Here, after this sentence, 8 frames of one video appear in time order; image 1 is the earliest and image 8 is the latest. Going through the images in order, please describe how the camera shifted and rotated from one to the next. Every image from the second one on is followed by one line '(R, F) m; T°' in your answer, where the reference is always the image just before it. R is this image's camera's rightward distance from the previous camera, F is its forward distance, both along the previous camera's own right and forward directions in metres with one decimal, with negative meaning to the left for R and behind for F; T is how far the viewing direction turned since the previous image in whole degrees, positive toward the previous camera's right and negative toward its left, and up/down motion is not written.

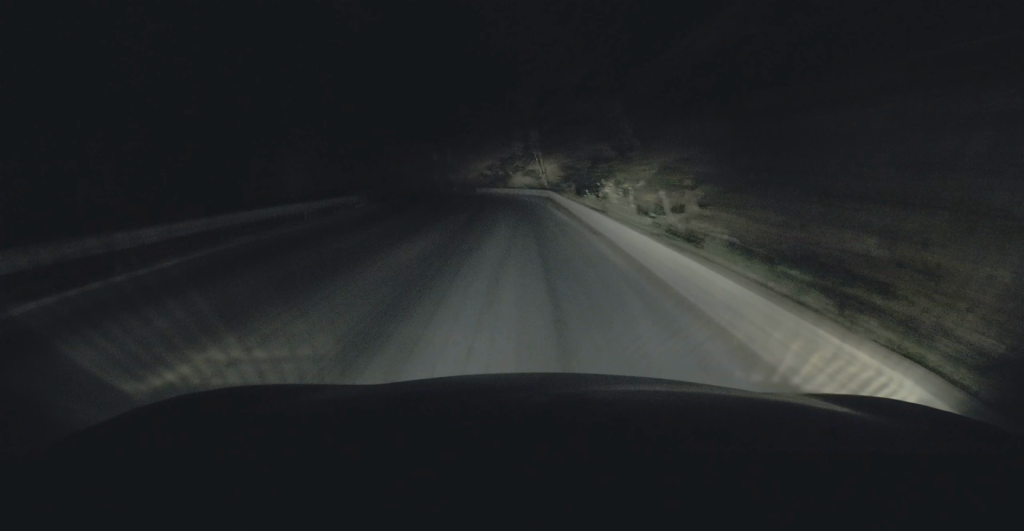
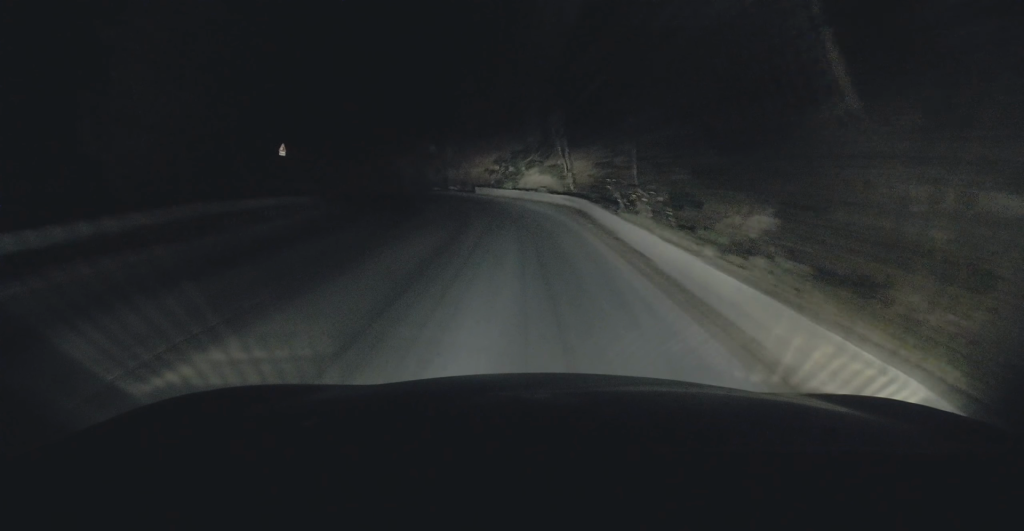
(+0.1, +15.0) m; +1°
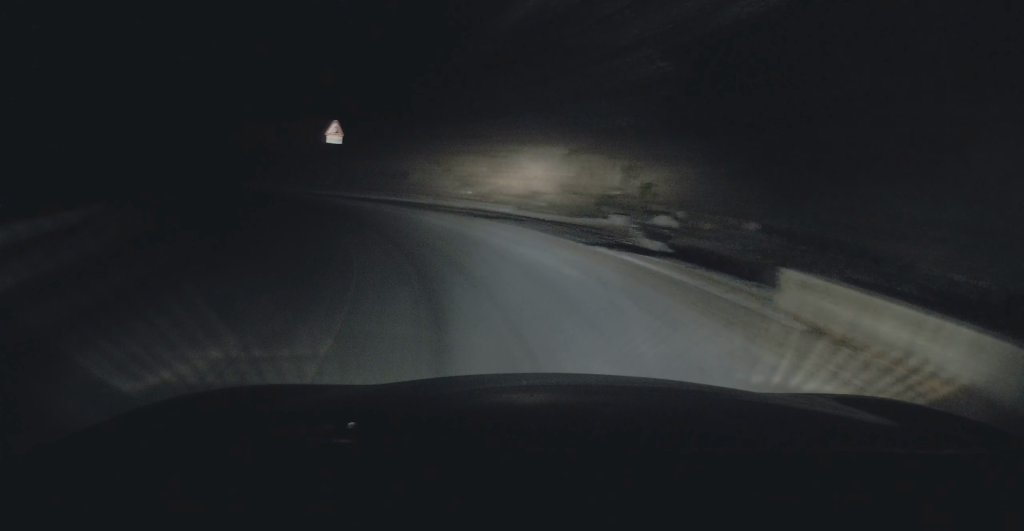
(-2.2, +35.5) m; -17°
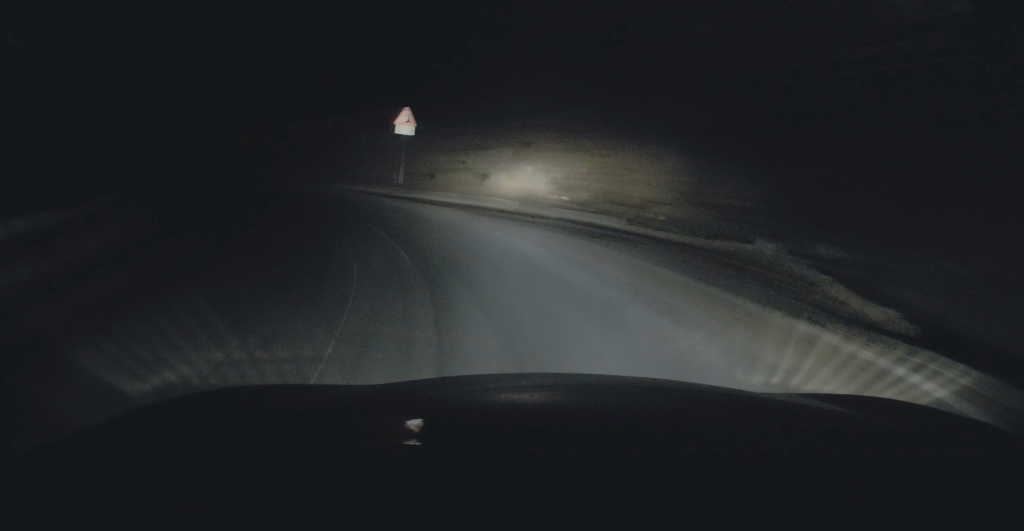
(-0.8, +5.6) m; -4°
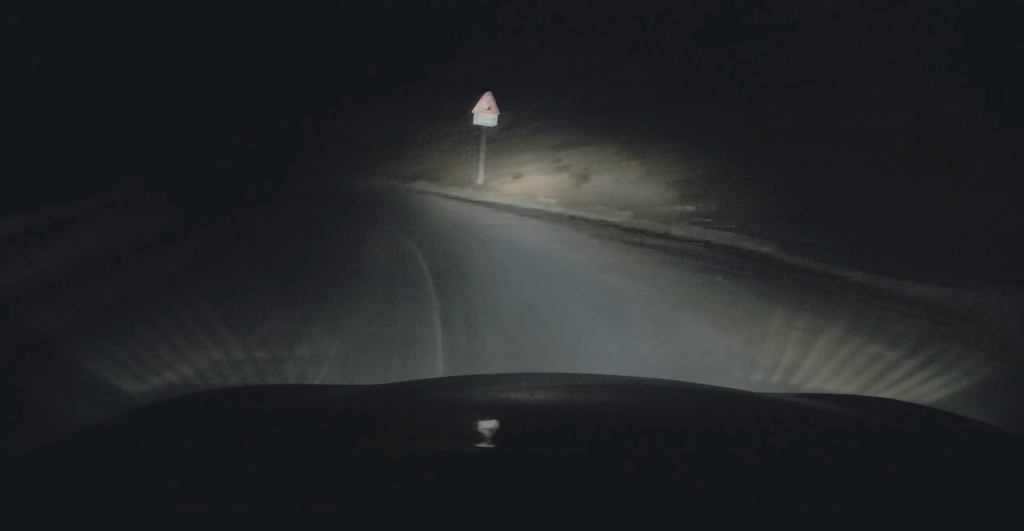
(-0.4, +5.6) m; -4°
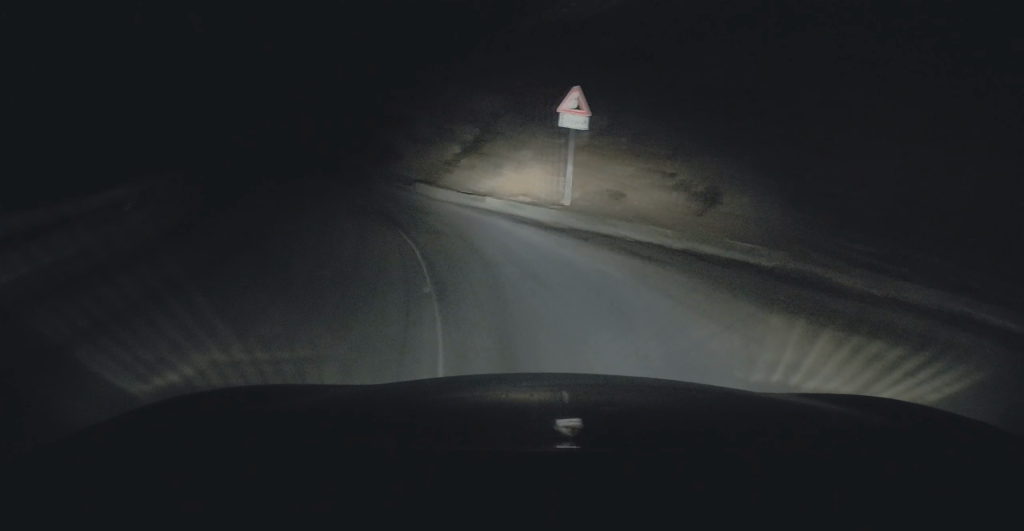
(0.0, +6.0) m; 0°
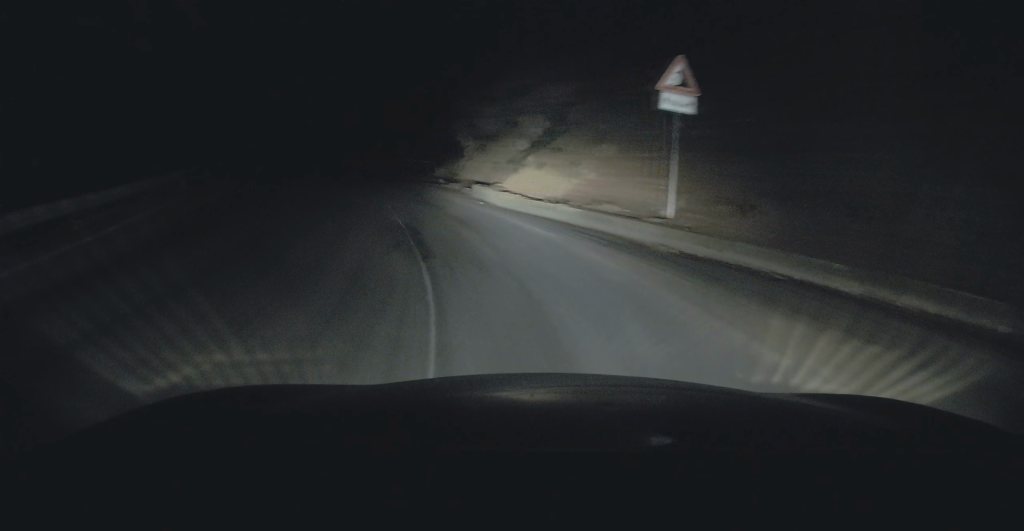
(-0.1, +5.6) m; 0°
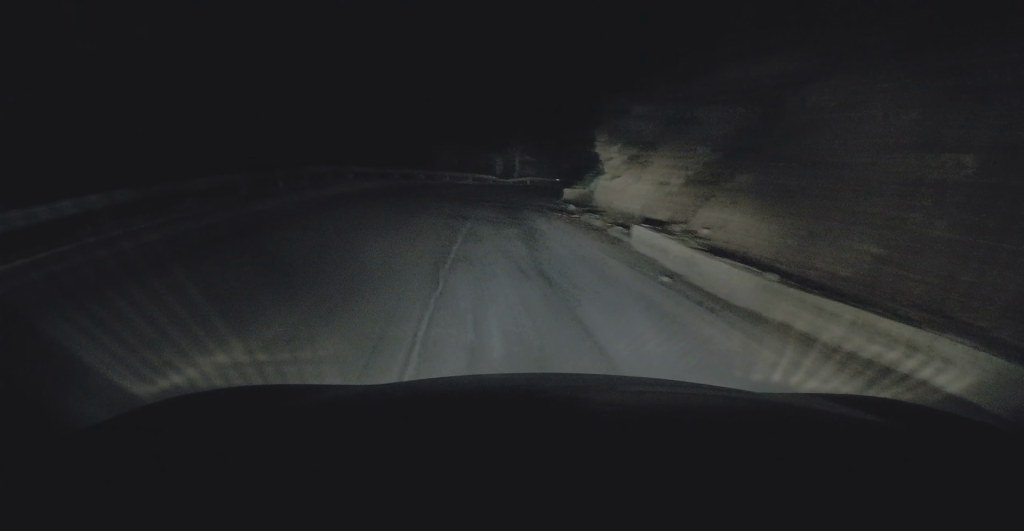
(0.0, +13.1) m; -4°
